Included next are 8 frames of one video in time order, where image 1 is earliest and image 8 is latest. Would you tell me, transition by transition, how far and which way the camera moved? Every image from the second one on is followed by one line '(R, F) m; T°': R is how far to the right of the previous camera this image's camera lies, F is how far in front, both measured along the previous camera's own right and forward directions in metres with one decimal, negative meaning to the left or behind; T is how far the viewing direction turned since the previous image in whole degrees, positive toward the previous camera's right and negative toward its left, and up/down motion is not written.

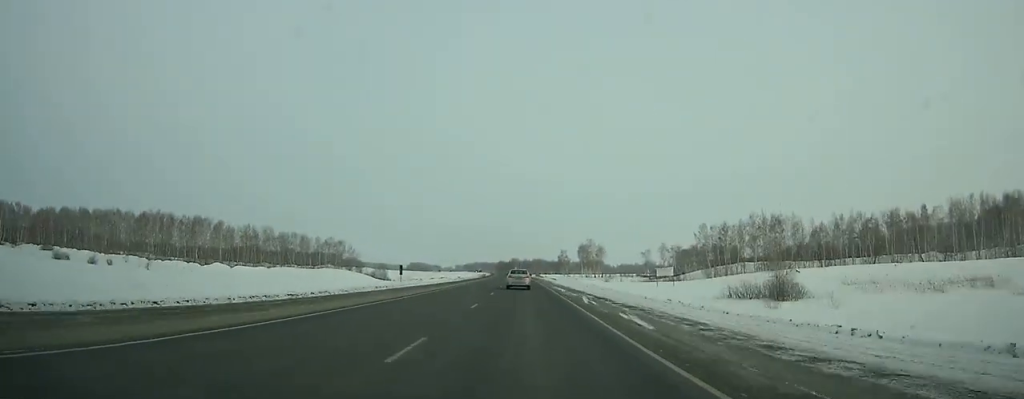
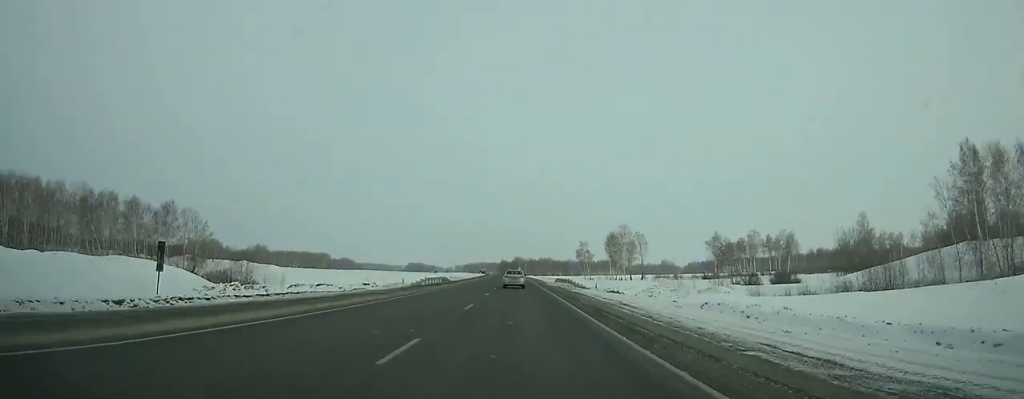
(-0.5, +86.2) m; -1°
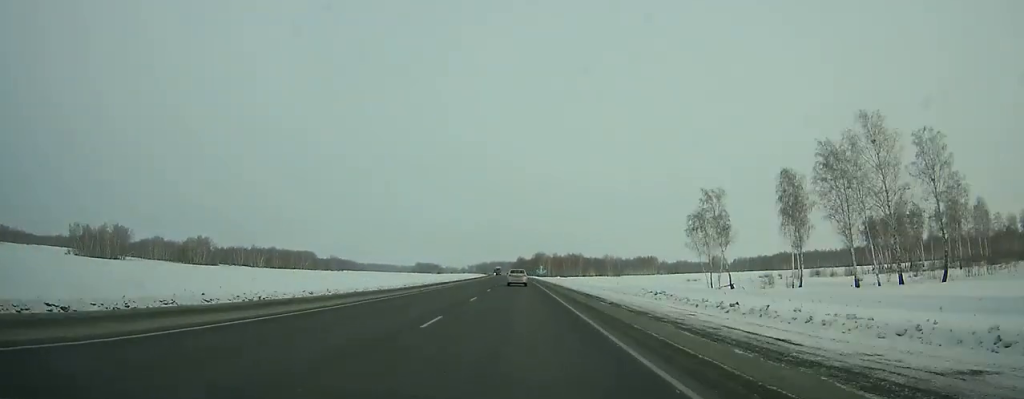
(-2.4, +140.2) m; -2°
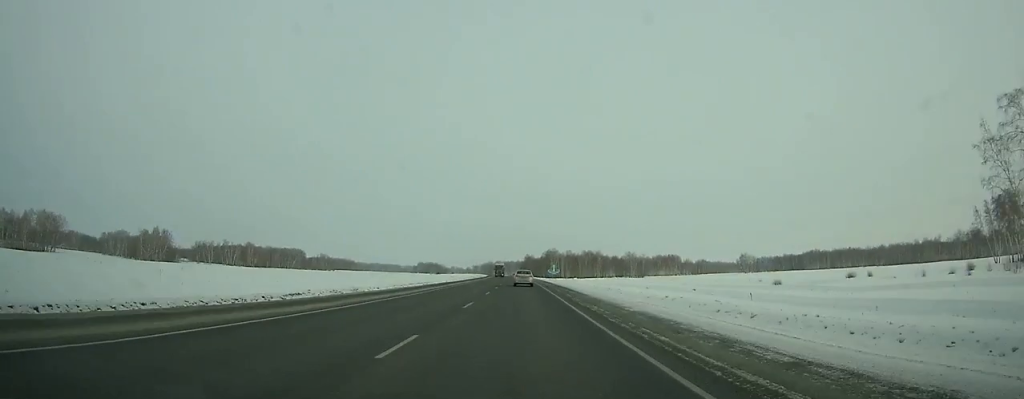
(-0.3, +65.9) m; -1°
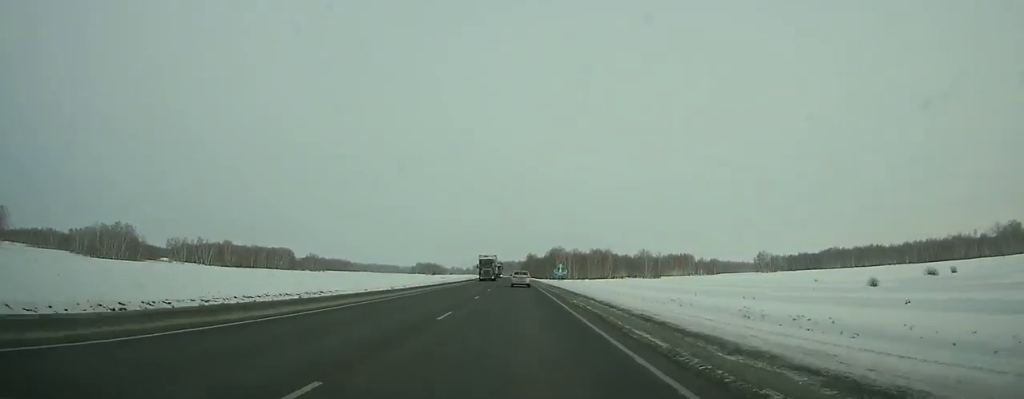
(-0.1, +41.7) m; 0°
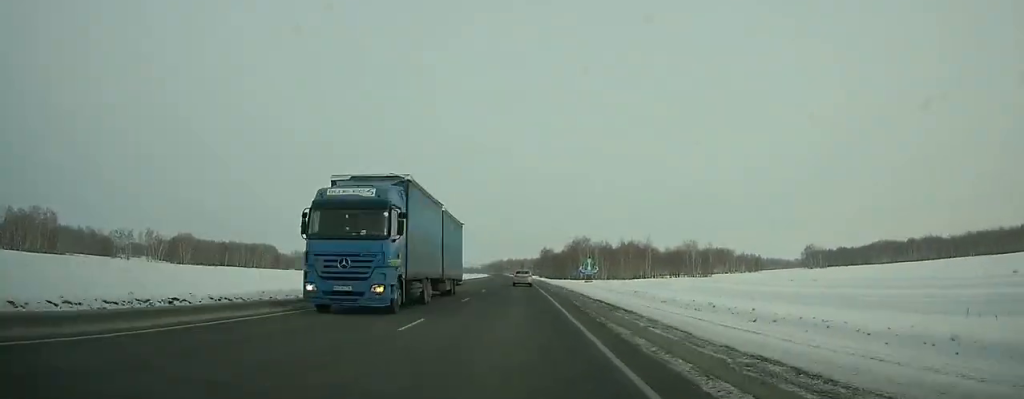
(-0.5, +76.2) m; -1°
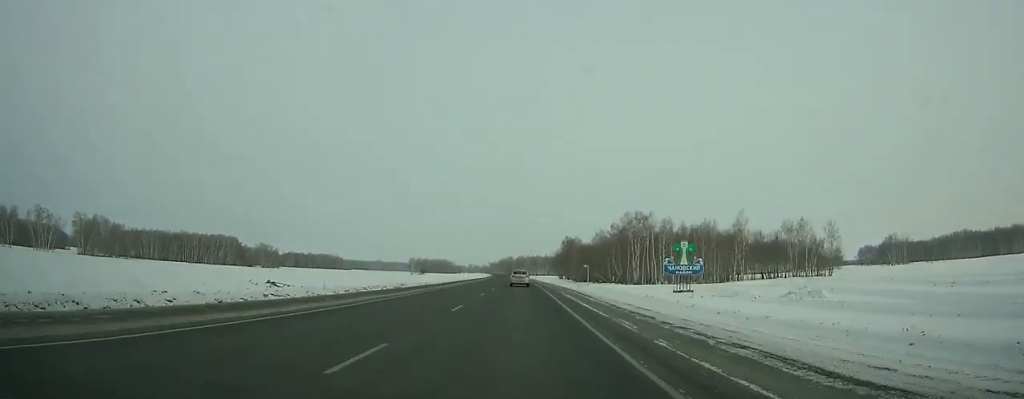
(-1.4, +100.5) m; -1°
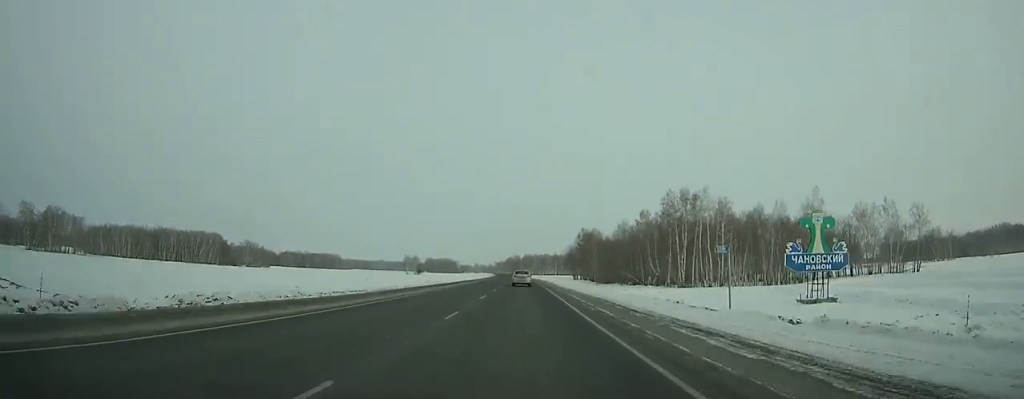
(-0.2, +40.5) m; 0°
